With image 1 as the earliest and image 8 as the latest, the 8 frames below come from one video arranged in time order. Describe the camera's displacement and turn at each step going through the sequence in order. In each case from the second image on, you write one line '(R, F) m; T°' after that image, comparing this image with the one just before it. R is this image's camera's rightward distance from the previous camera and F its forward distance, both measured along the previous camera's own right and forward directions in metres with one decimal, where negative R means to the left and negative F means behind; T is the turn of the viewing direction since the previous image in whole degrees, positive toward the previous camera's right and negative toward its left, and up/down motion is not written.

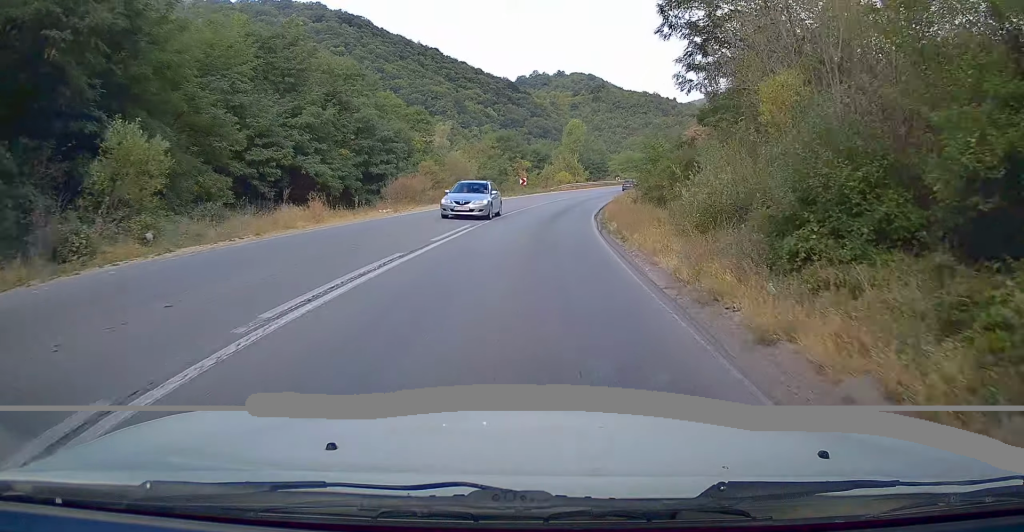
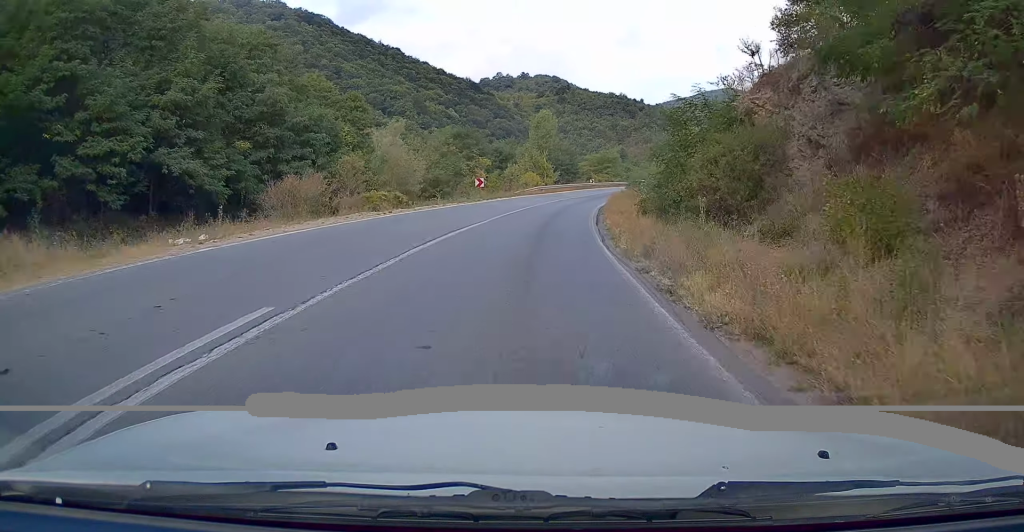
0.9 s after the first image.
(+0.1, +14.3) m; +2°
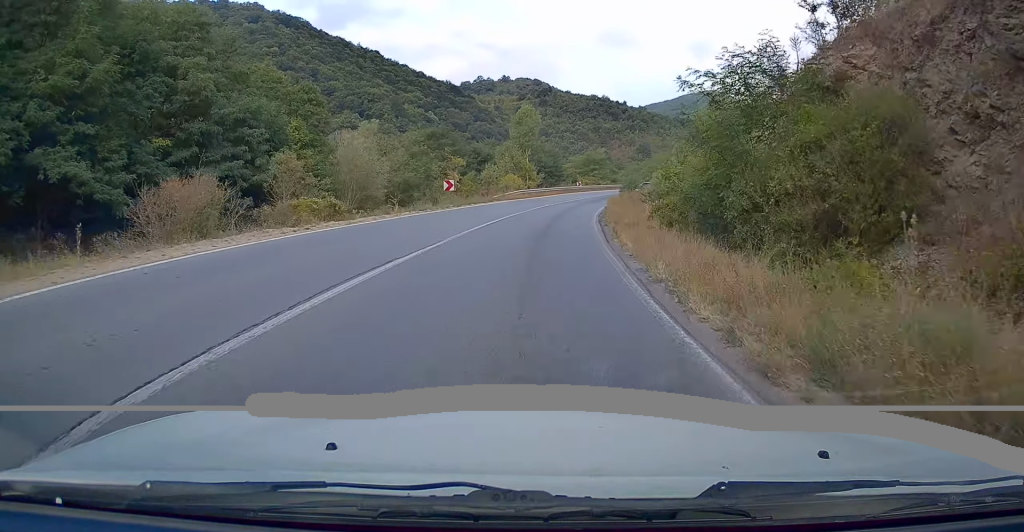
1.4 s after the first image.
(0.0, +8.2) m; +2°
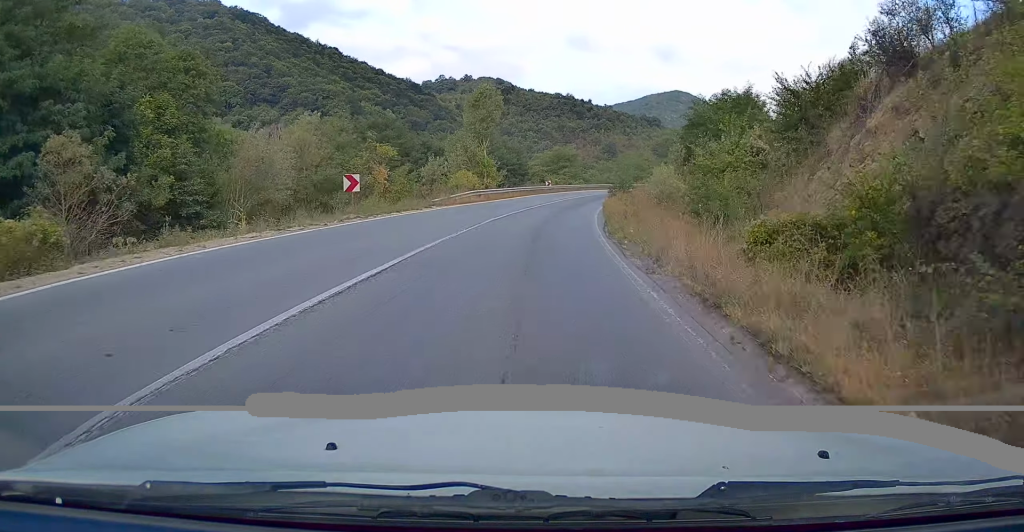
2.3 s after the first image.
(+0.4, +14.9) m; +3°
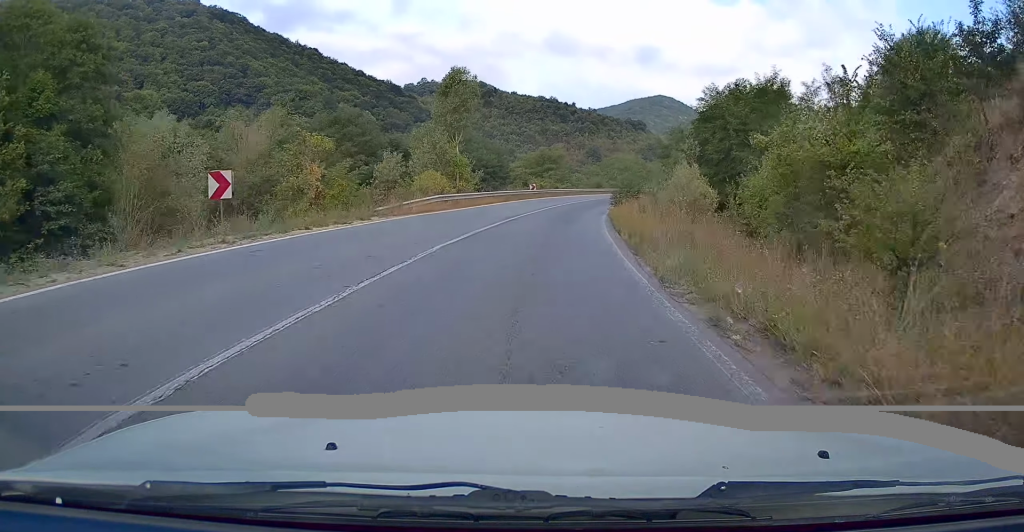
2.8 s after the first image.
(+0.2, +9.4) m; +2°
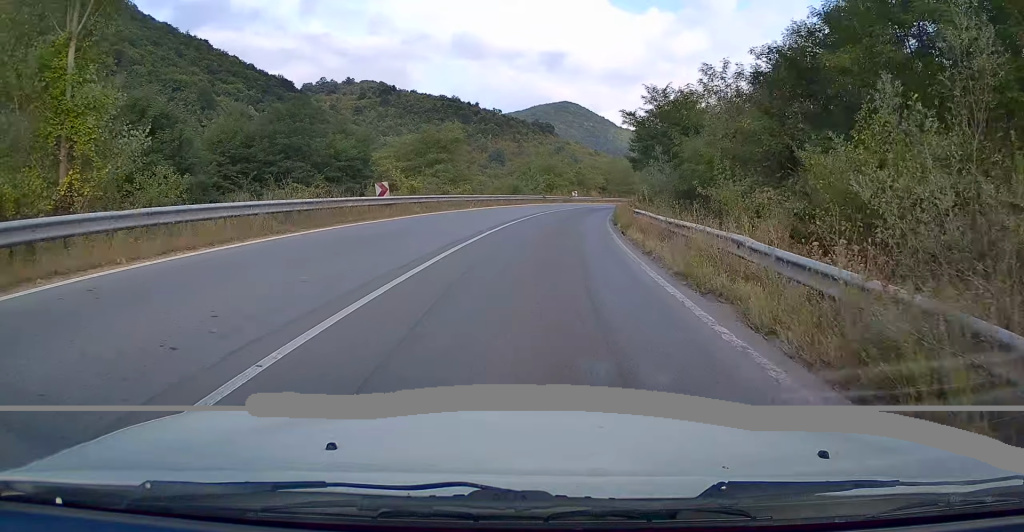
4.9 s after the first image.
(+3.0, +34.4) m; +9°
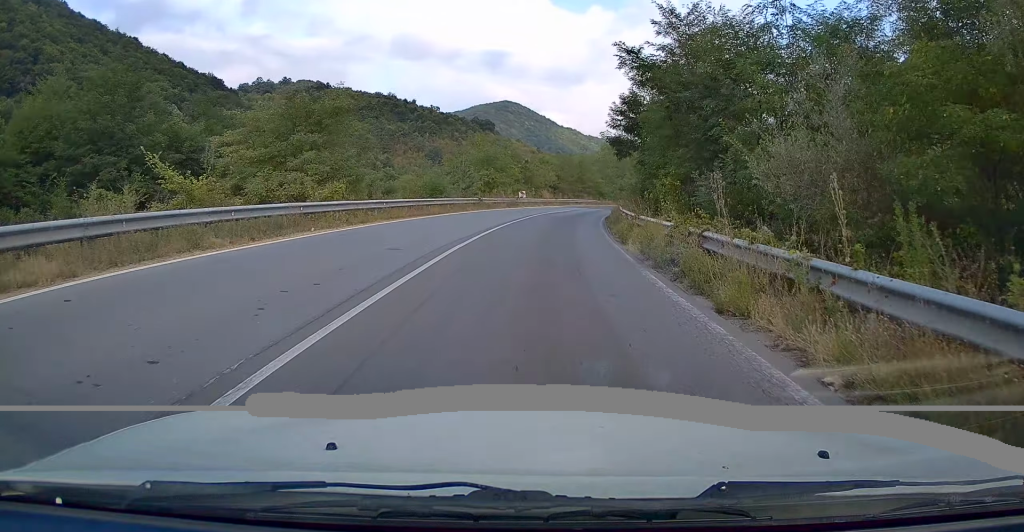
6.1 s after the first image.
(+0.7, +19.9) m; +5°
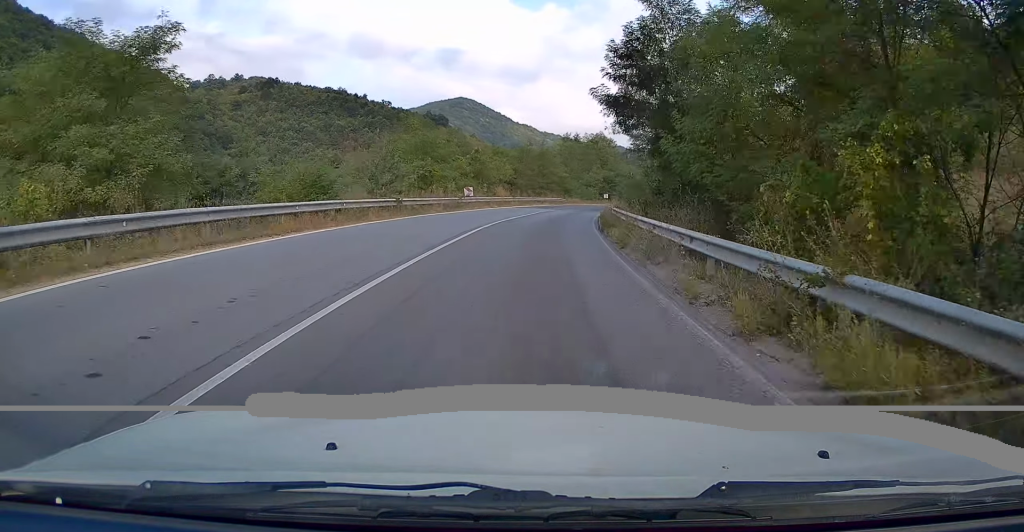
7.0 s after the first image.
(+0.7, +15.1) m; +5°
